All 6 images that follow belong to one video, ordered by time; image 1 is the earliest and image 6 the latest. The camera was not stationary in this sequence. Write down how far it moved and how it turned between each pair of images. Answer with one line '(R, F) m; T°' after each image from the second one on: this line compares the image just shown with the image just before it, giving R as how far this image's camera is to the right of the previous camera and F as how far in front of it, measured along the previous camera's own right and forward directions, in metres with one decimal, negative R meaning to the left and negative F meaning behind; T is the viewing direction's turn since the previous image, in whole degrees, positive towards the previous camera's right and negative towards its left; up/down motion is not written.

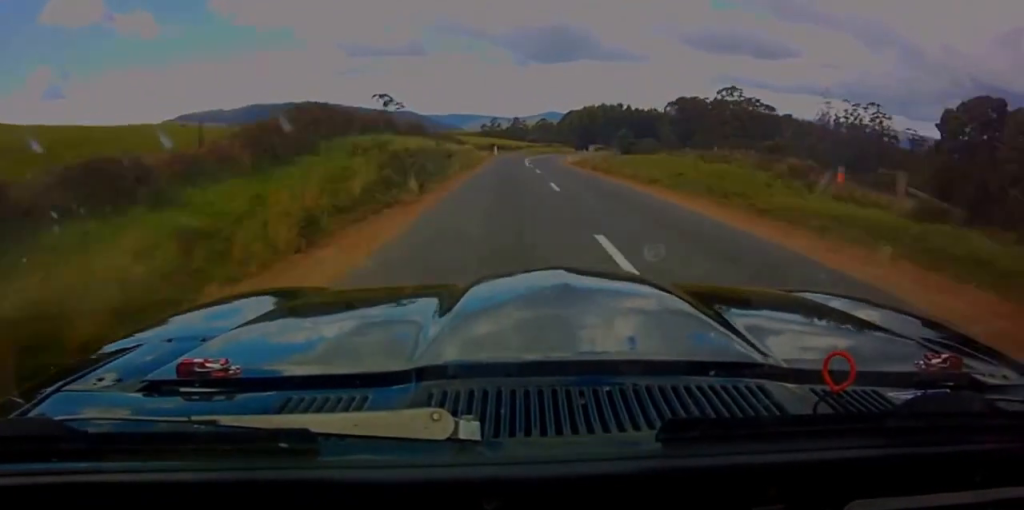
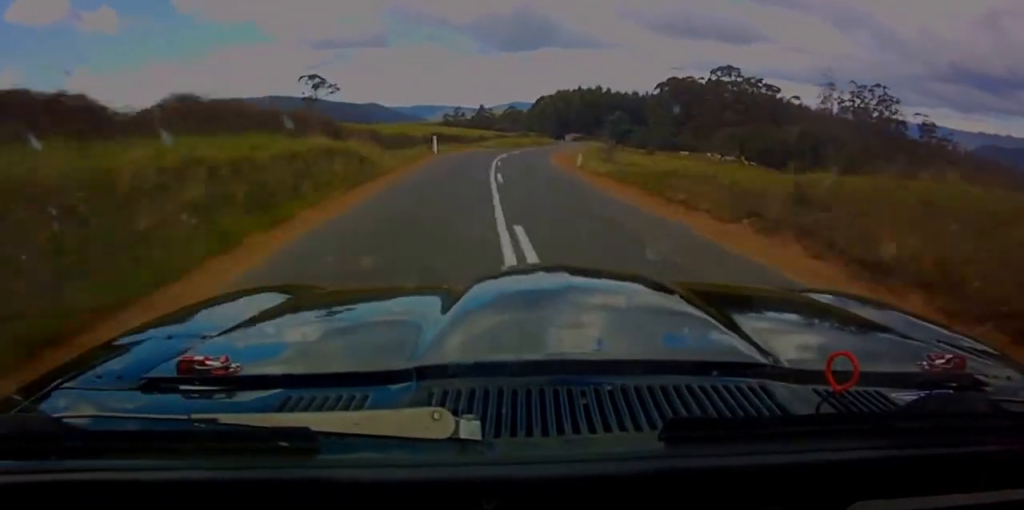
(+0.7, +34.4) m; +3°
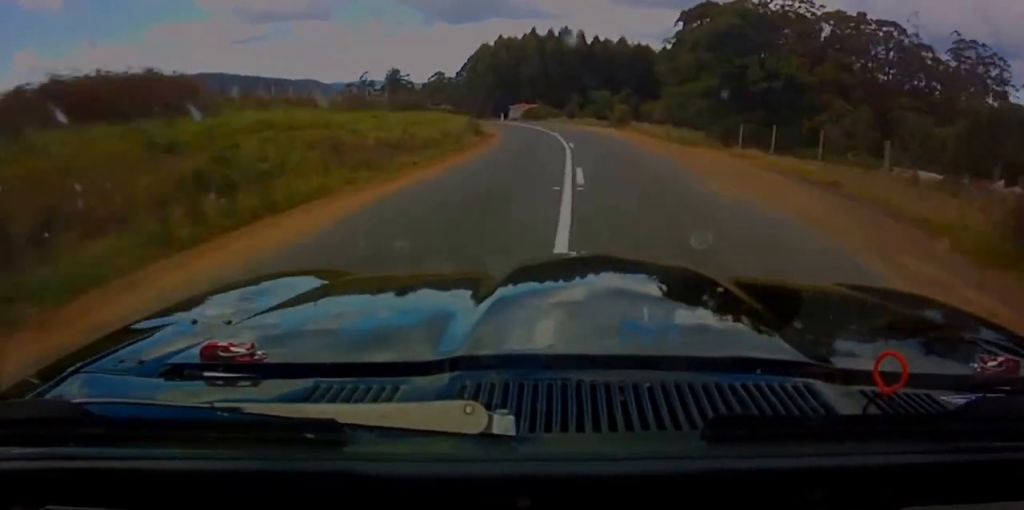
(+7.7, +99.7) m; +2°
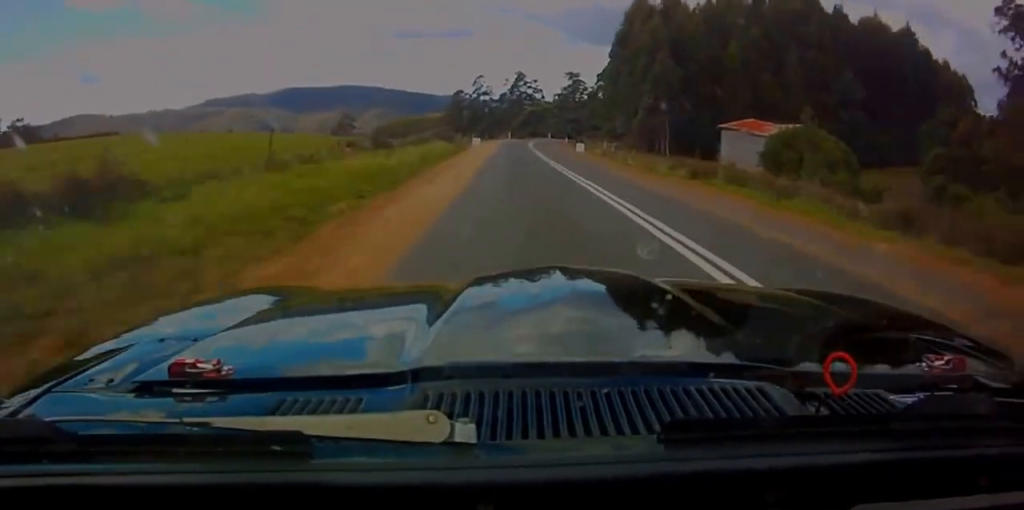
(-7.2, +81.9) m; -6°
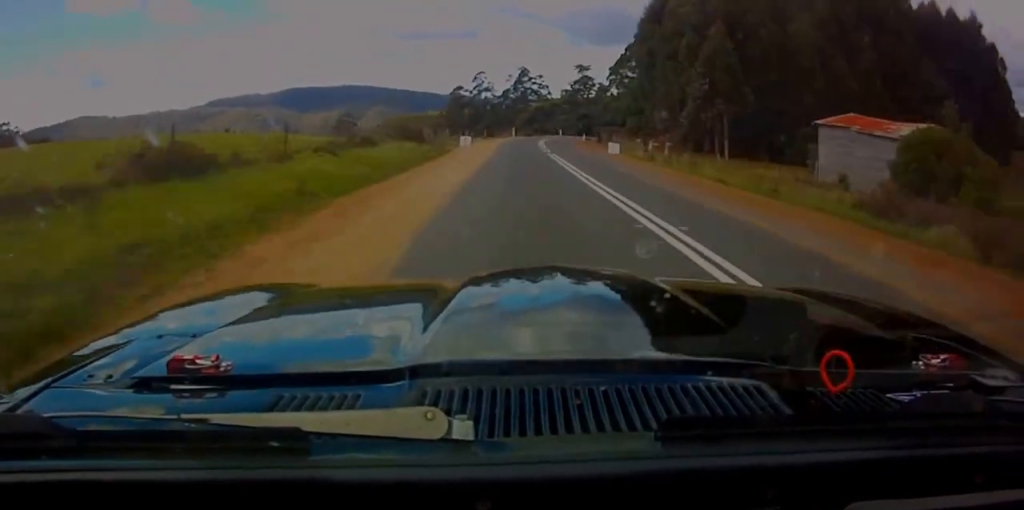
(+0.2, +16.2) m; -1°
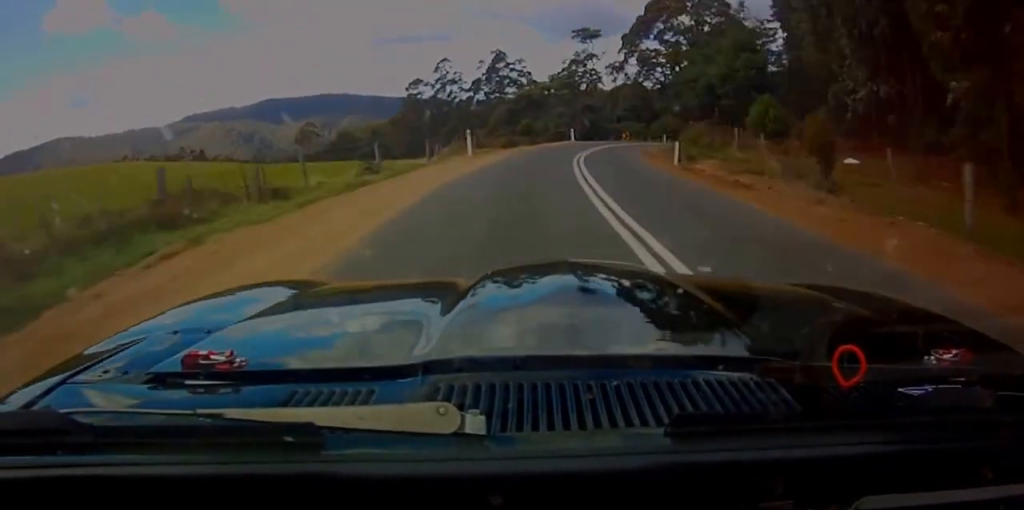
(+0.6, +45.7) m; +9°
